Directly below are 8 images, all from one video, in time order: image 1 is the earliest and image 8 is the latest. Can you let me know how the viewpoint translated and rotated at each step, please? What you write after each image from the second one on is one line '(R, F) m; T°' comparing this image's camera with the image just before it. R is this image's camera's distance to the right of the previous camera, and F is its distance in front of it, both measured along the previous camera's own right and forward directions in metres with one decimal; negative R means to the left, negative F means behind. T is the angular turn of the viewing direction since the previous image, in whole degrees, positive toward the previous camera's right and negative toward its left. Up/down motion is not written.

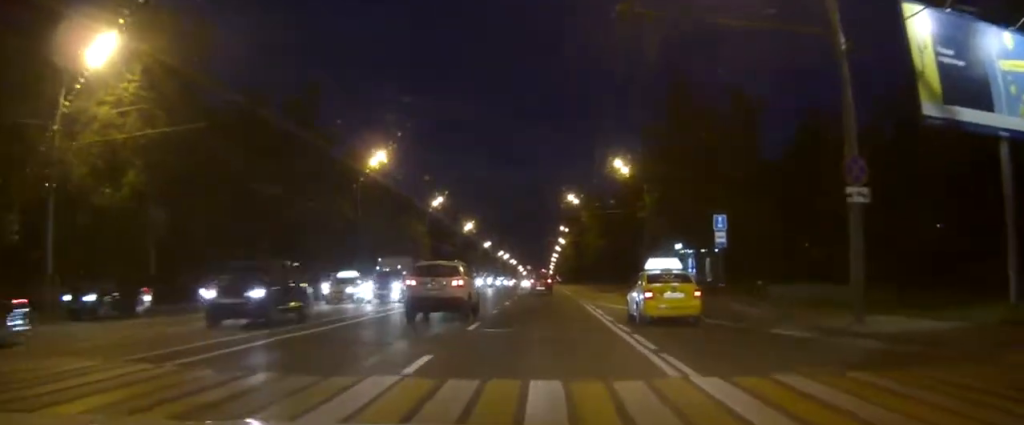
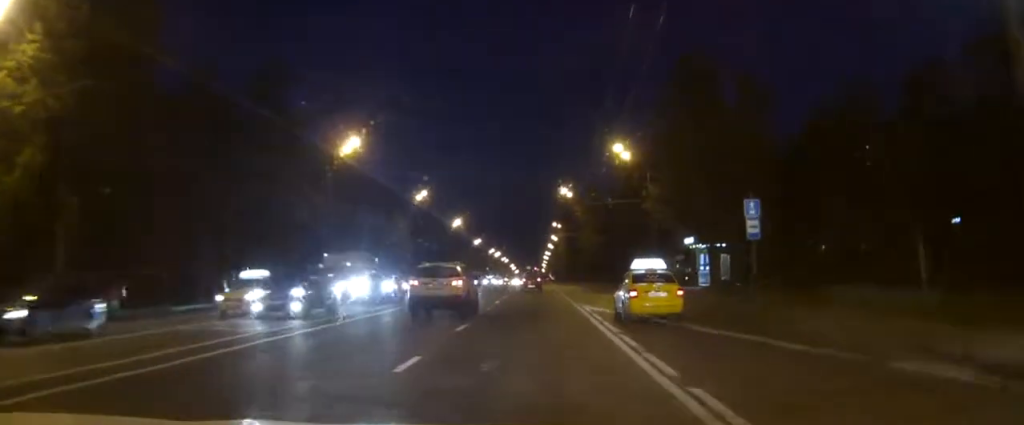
(0.0, +7.0) m; 0°
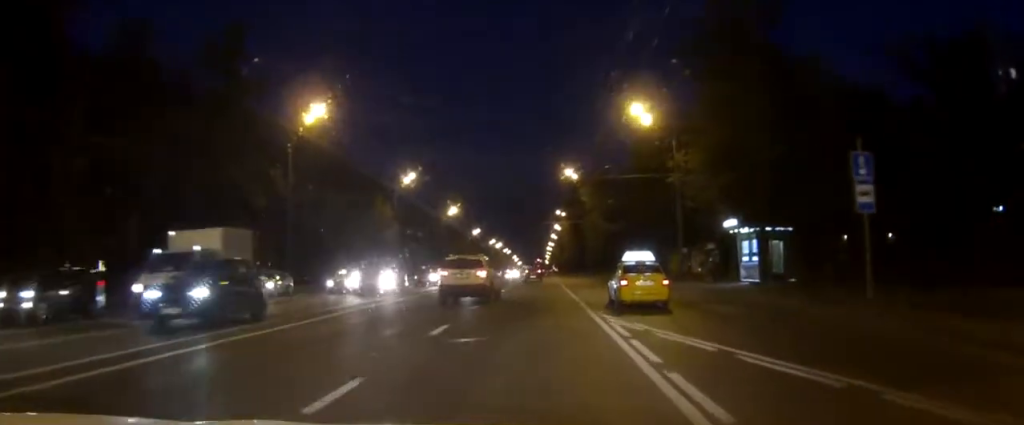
(0.0, +11.3) m; 0°
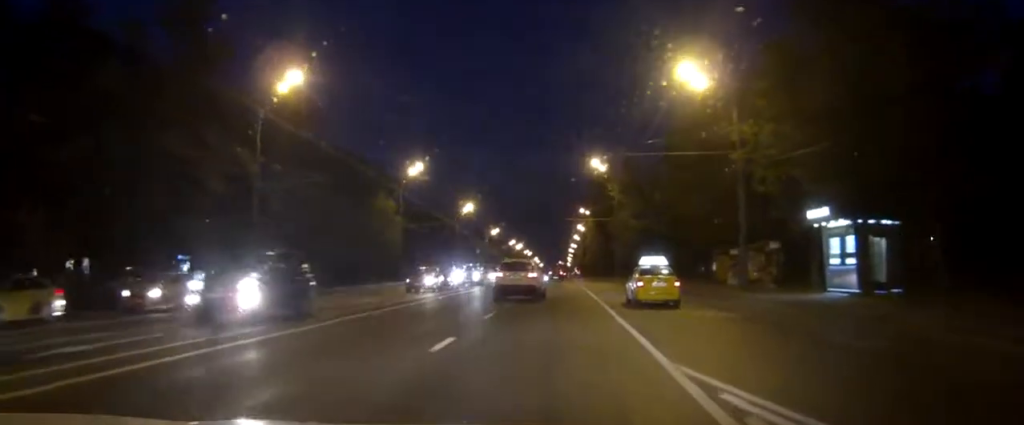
(0.0, +10.7) m; -1°
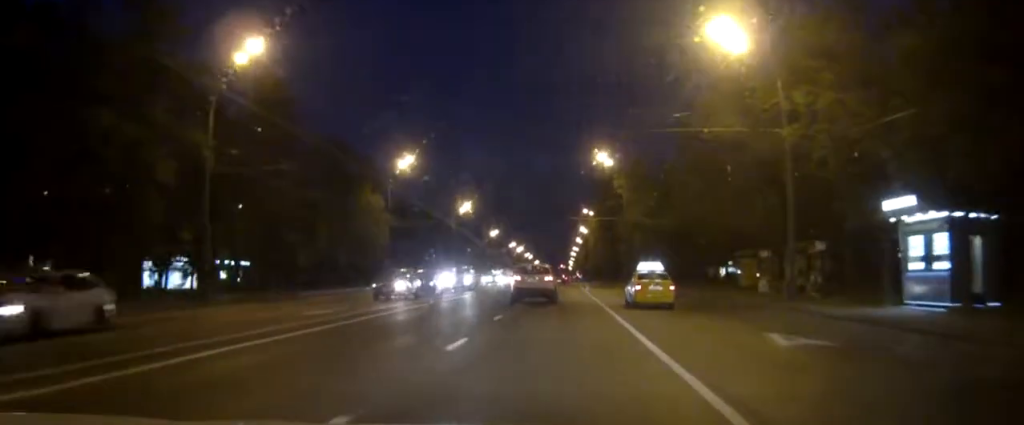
(0.0, +7.3) m; 0°
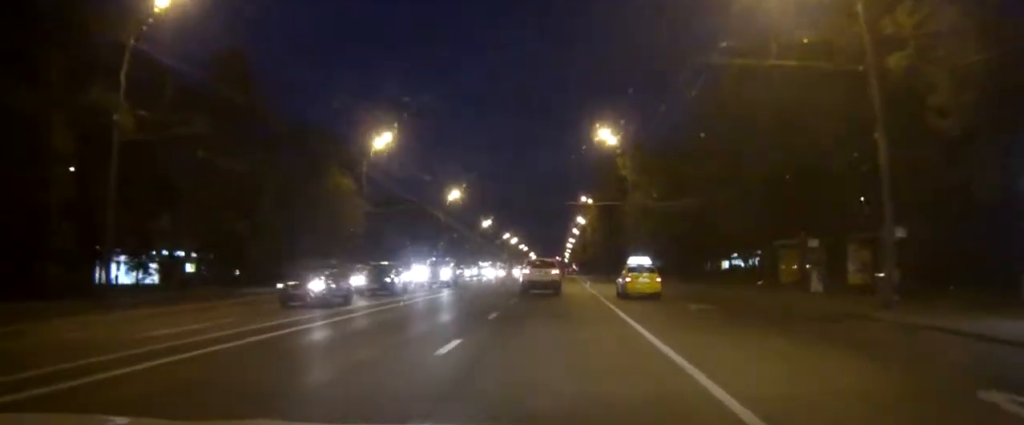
(0.0, +9.1) m; -1°
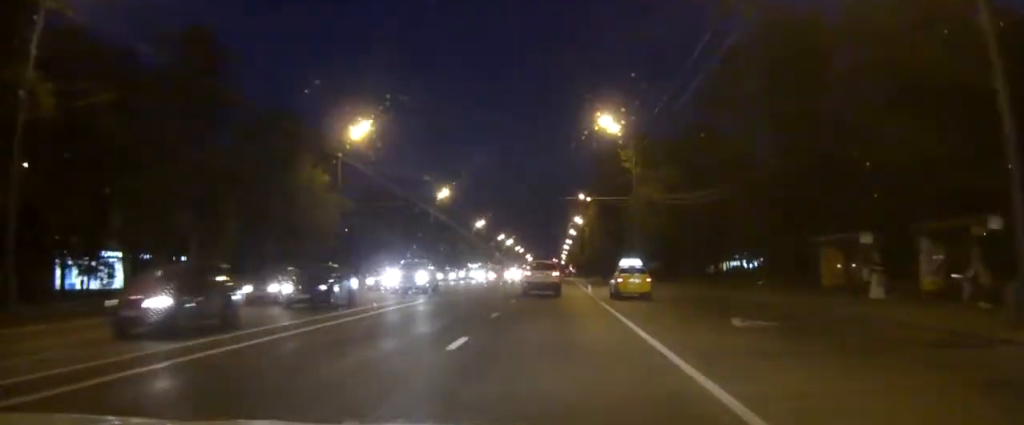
(0.0, +7.0) m; 0°
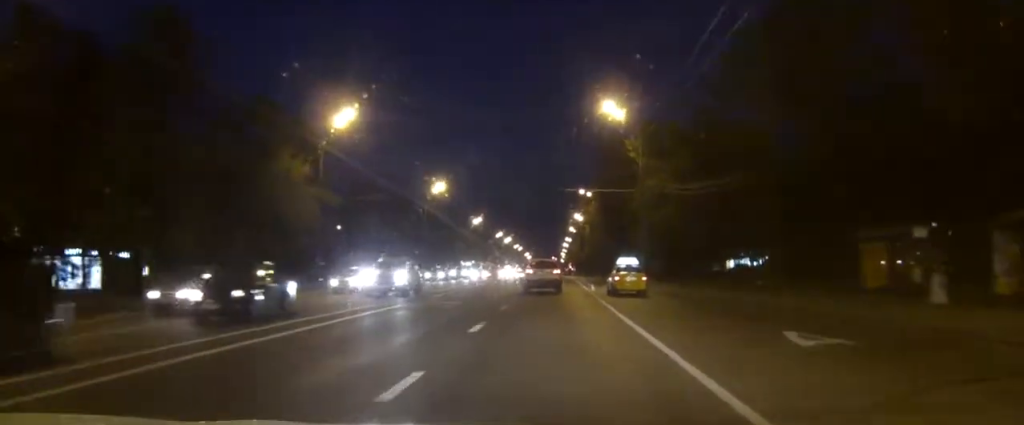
(0.0, +4.8) m; 0°
